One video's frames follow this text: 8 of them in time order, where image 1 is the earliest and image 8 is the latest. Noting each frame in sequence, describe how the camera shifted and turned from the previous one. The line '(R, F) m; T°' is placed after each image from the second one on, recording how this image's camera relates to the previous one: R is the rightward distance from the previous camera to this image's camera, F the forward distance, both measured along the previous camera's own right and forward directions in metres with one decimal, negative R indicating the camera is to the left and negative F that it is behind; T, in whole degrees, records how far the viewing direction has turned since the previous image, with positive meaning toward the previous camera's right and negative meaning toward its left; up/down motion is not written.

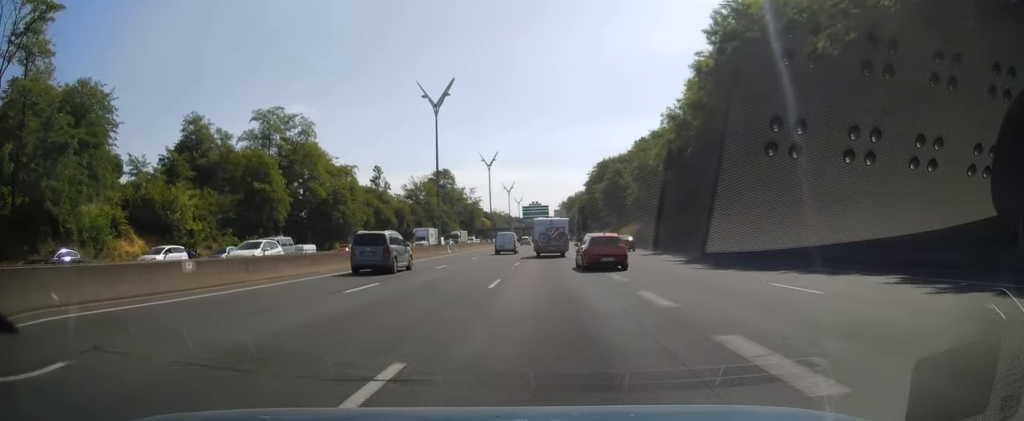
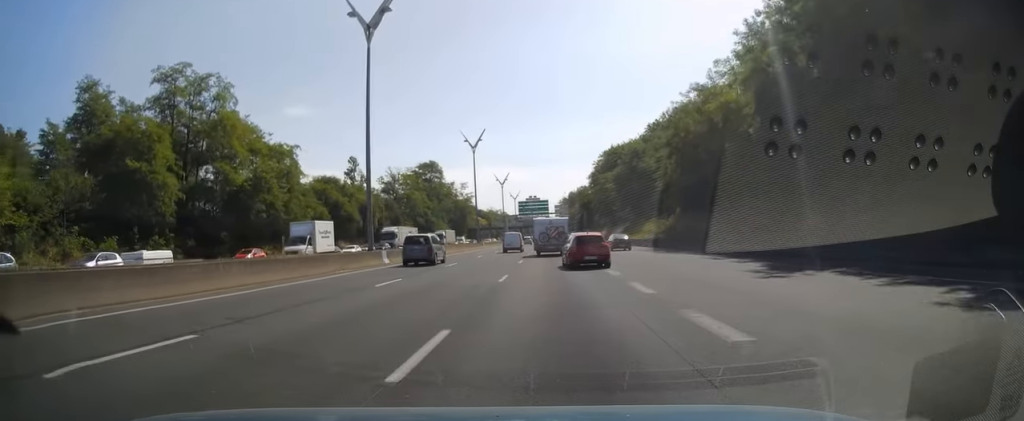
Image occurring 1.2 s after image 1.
(+0.4, +23.1) m; +1°
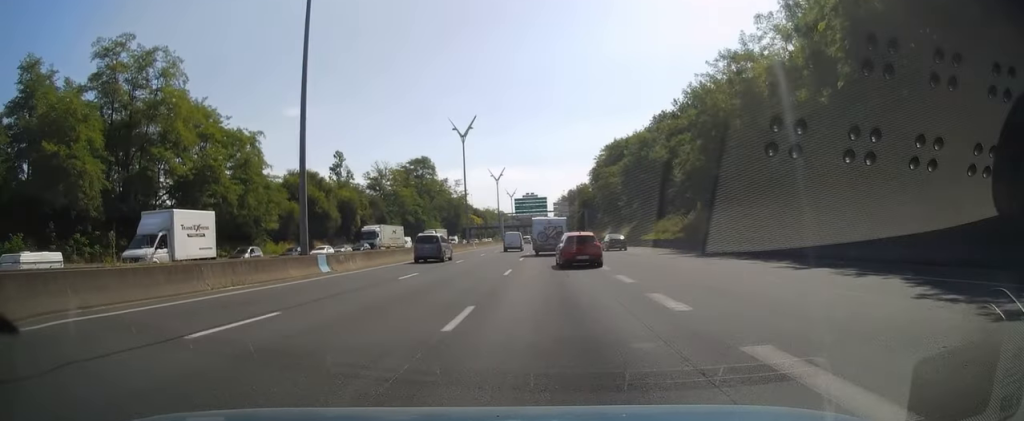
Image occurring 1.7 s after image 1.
(-0.1, +9.8) m; 0°
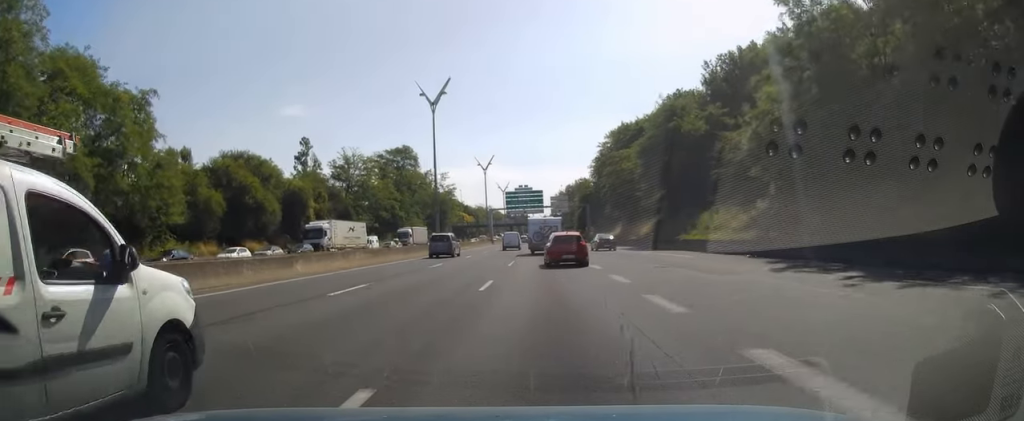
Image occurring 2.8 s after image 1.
(-0.2, +19.6) m; 0°
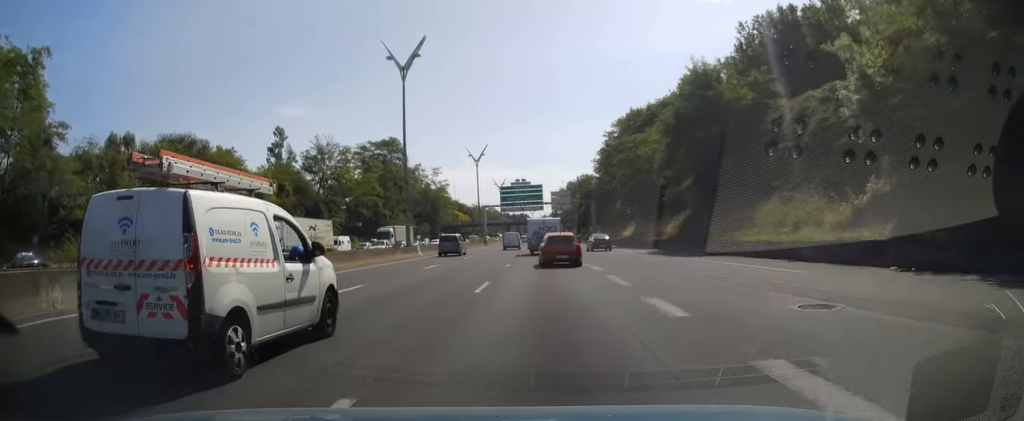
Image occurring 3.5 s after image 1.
(+0.3, +13.3) m; 0°
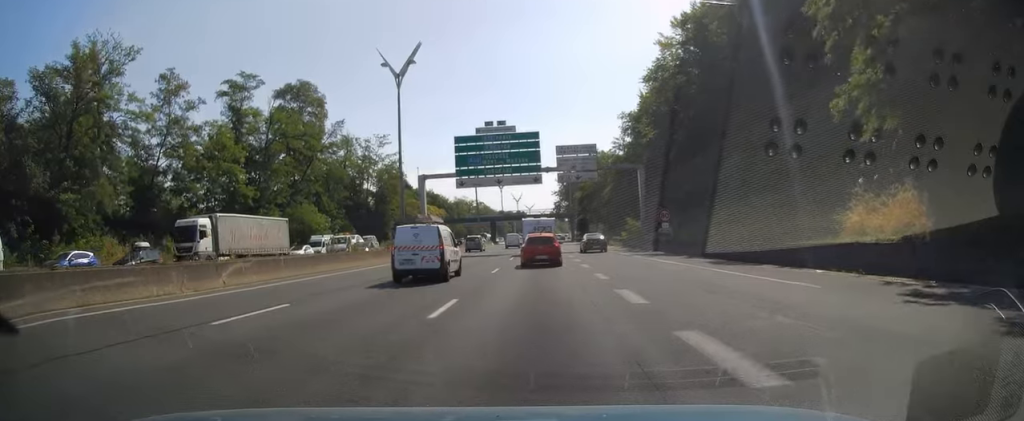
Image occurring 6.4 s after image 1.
(-0.4, +55.6) m; +1°
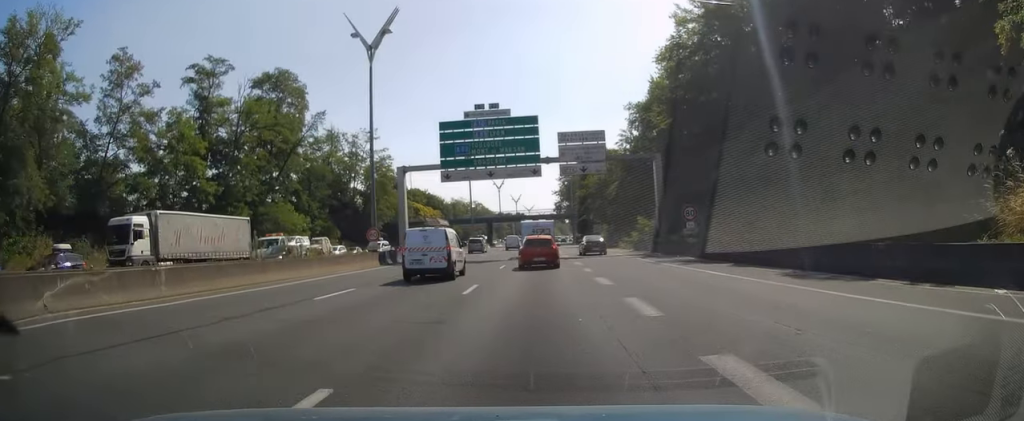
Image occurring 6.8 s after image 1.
(0.0, +7.9) m; -1°
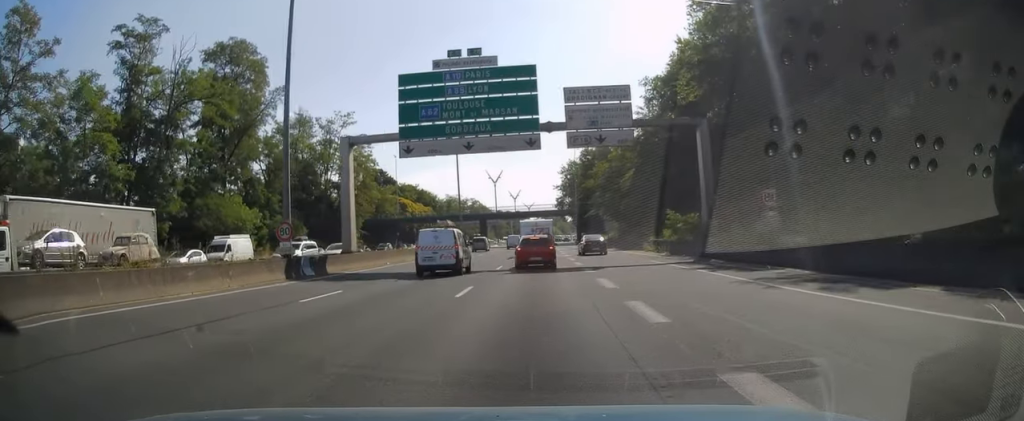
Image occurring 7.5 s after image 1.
(0.0, +13.6) m; -1°
